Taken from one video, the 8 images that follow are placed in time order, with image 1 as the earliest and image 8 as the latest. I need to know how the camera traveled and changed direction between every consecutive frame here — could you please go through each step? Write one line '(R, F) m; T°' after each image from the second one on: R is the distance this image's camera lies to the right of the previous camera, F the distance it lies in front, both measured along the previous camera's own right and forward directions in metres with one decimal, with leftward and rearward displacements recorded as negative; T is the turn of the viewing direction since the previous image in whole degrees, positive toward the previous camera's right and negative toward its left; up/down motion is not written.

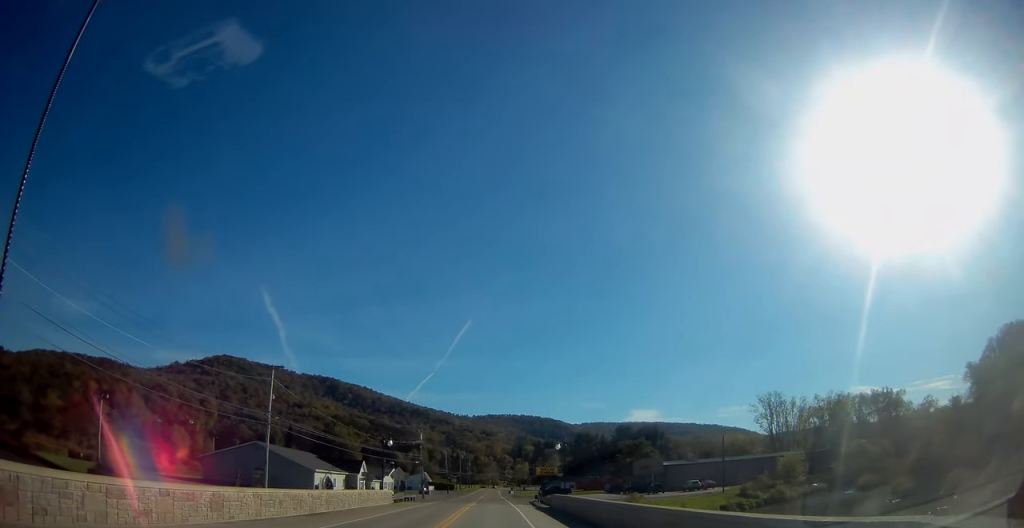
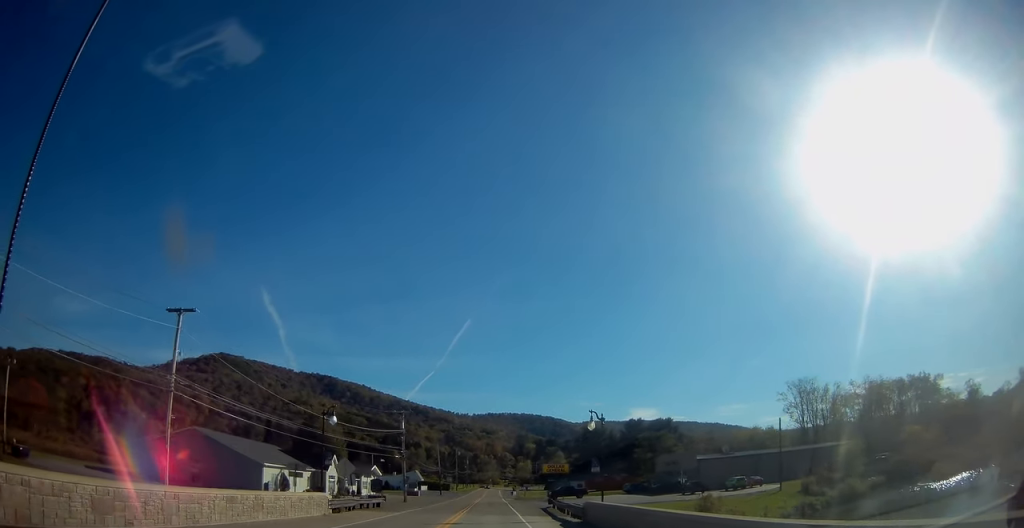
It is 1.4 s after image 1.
(0.0, +18.1) m; 0°
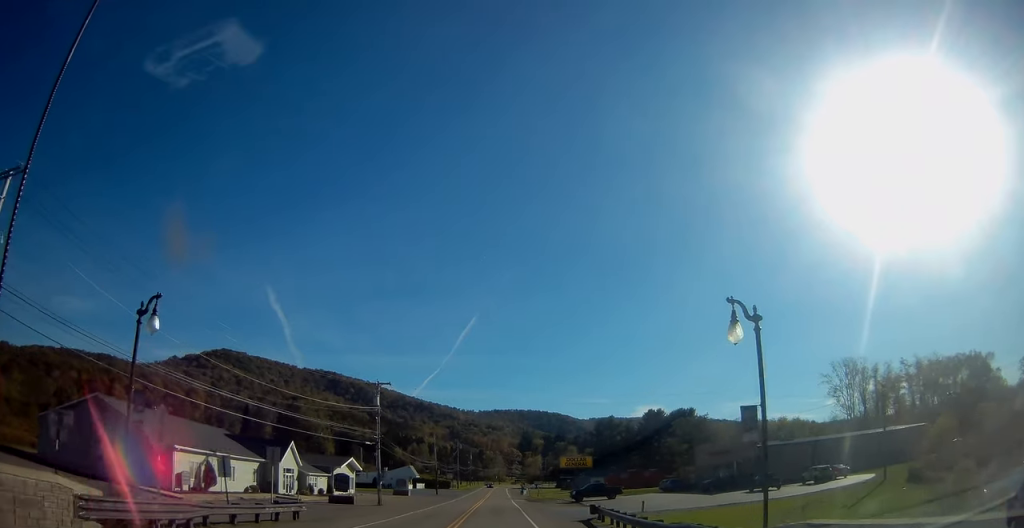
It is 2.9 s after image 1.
(0.0, +19.6) m; 0°
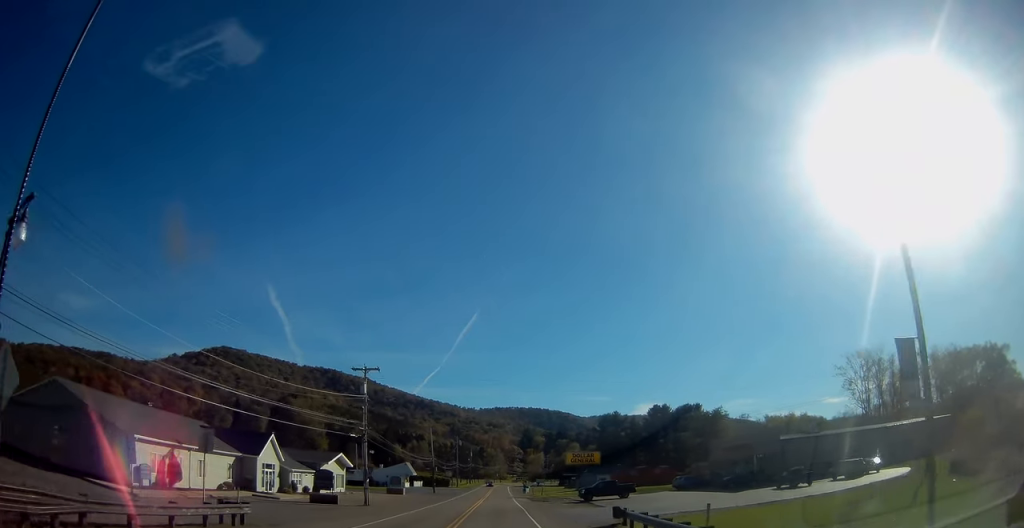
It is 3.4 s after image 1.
(0.0, +5.9) m; 0°
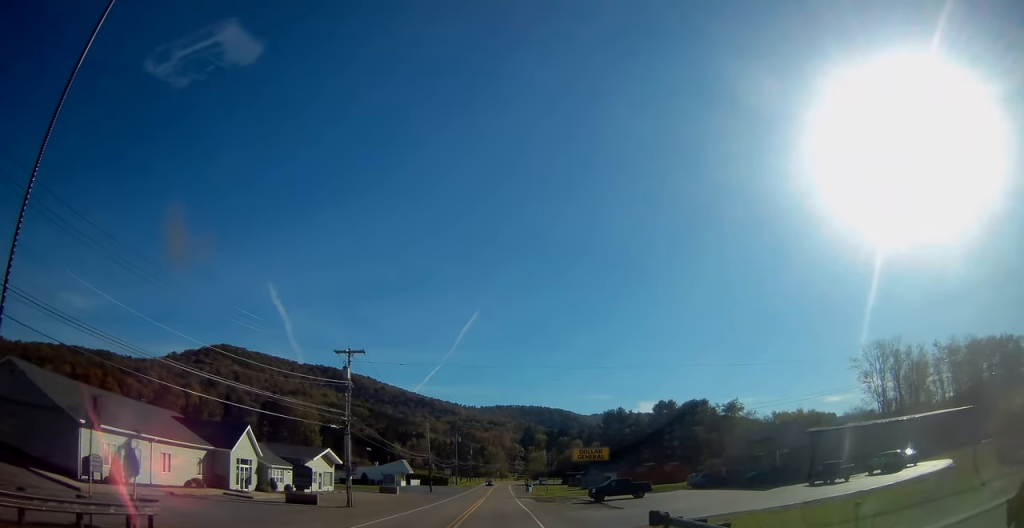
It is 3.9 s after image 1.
(0.0, +5.9) m; 0°
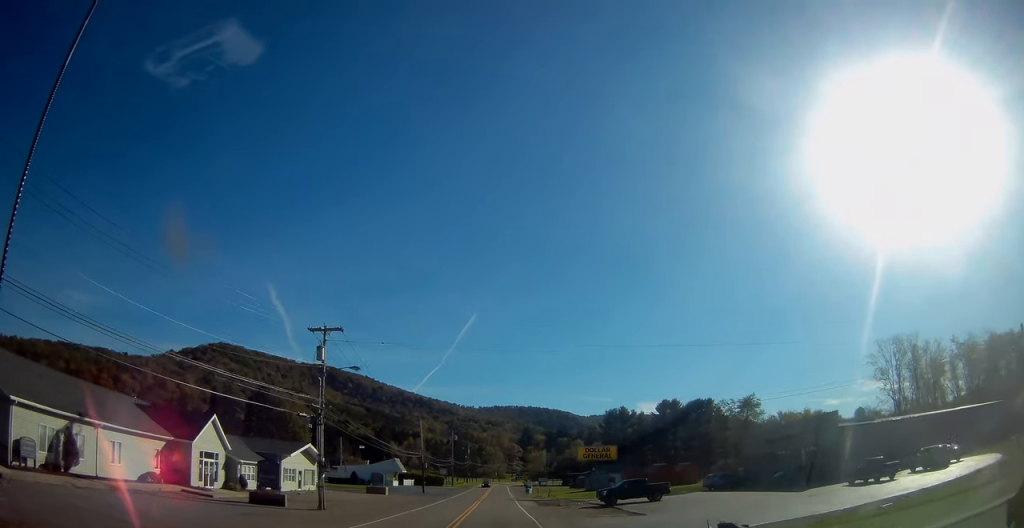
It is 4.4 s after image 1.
(0.0, +6.4) m; 0°
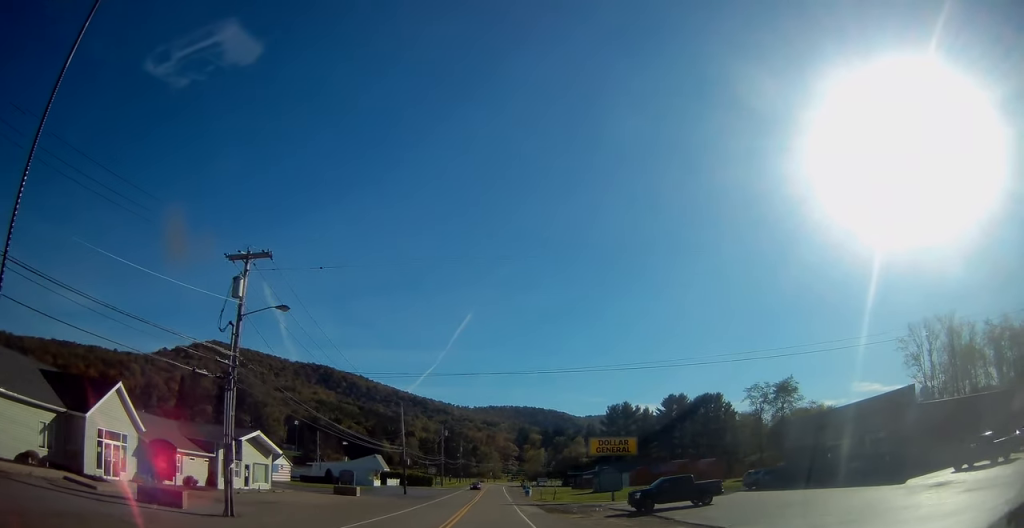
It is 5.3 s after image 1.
(0.0, +12.3) m; 0°
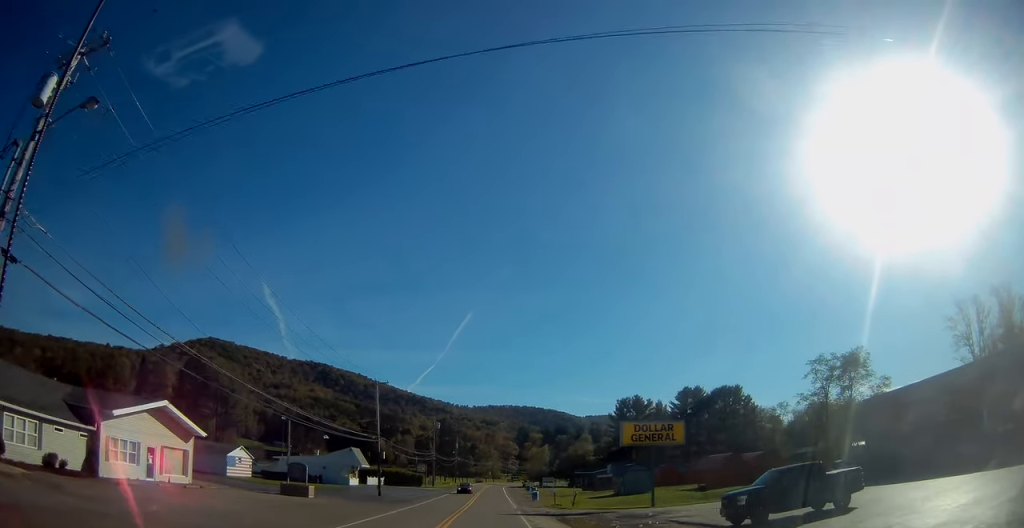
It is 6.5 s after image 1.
(-0.1, +15.0) m; 0°
